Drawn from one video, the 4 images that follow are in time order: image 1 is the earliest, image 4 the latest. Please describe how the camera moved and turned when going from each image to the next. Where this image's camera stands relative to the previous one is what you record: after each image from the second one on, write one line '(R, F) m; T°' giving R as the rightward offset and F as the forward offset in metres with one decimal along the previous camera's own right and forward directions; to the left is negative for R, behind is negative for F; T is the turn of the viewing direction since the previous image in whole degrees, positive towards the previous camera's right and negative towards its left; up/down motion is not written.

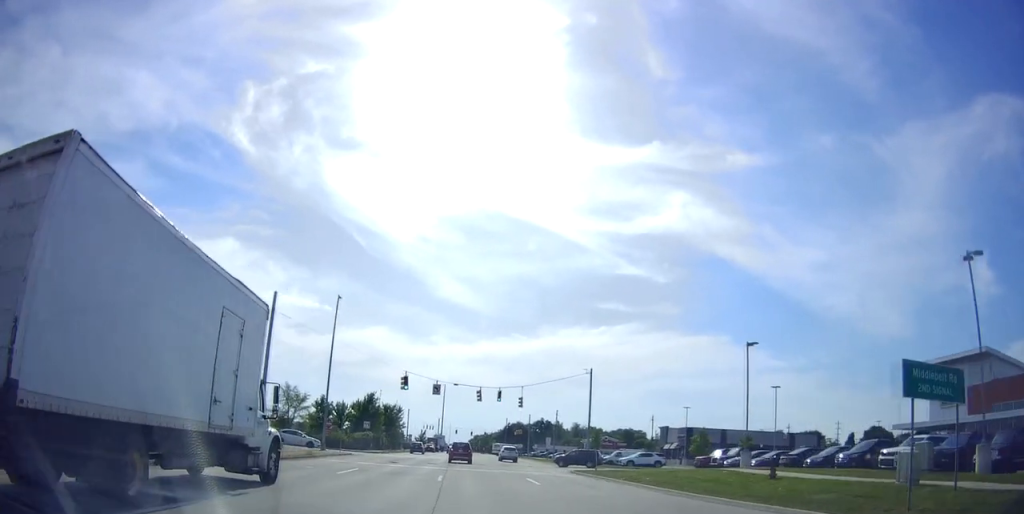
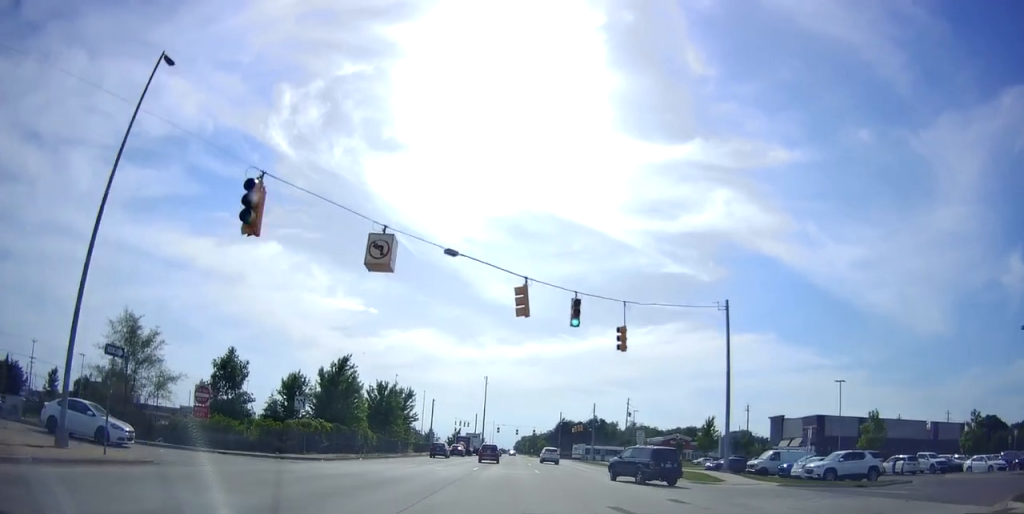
(-1.0, +33.1) m; -4°
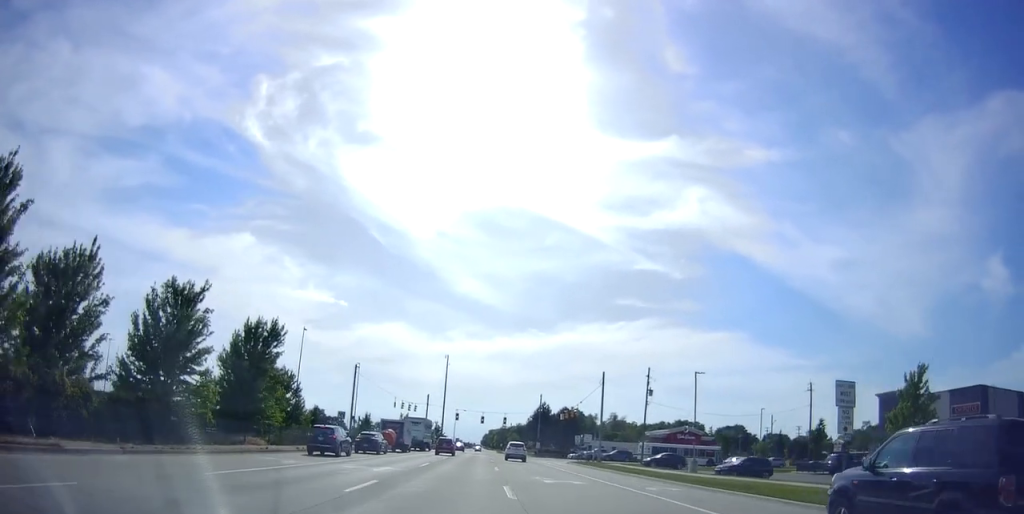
(+0.1, +35.5) m; +2°
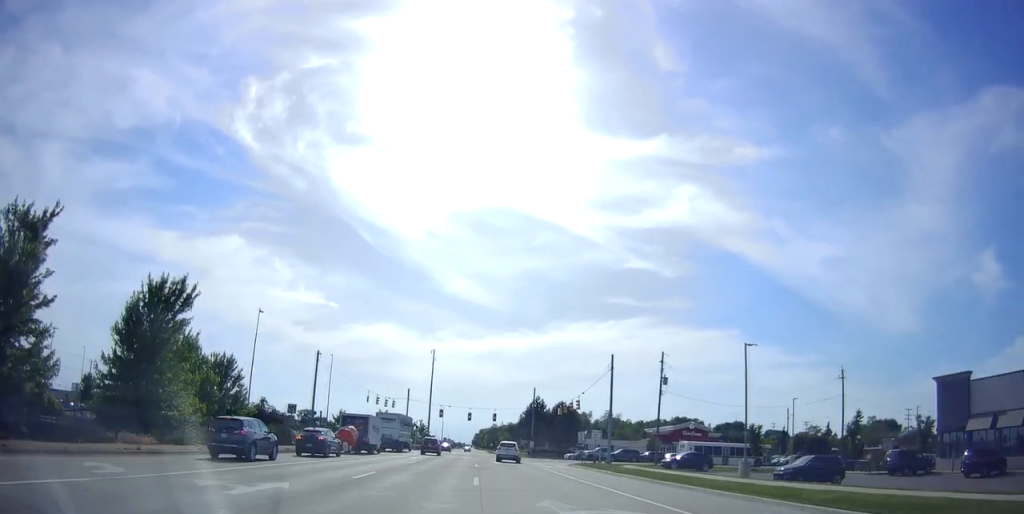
(0.0, +10.7) m; 0°
